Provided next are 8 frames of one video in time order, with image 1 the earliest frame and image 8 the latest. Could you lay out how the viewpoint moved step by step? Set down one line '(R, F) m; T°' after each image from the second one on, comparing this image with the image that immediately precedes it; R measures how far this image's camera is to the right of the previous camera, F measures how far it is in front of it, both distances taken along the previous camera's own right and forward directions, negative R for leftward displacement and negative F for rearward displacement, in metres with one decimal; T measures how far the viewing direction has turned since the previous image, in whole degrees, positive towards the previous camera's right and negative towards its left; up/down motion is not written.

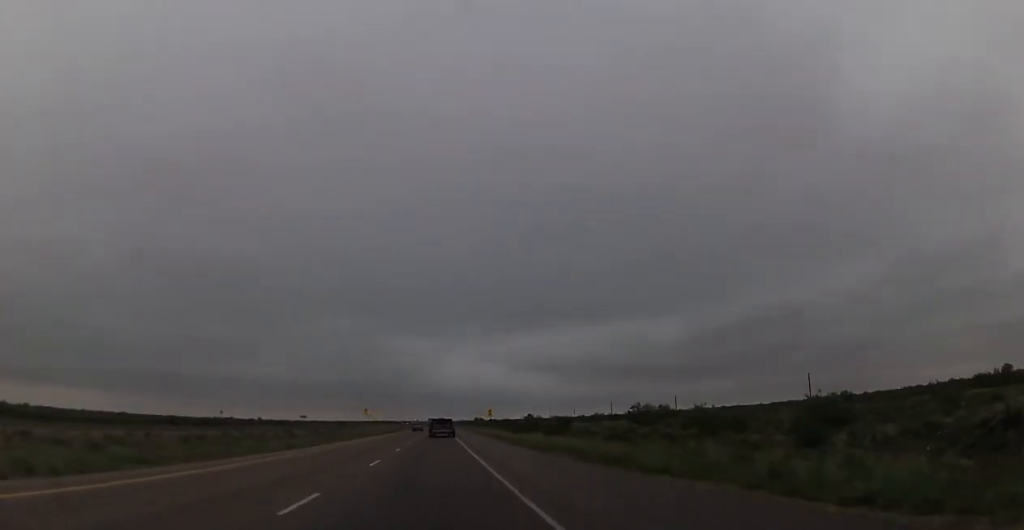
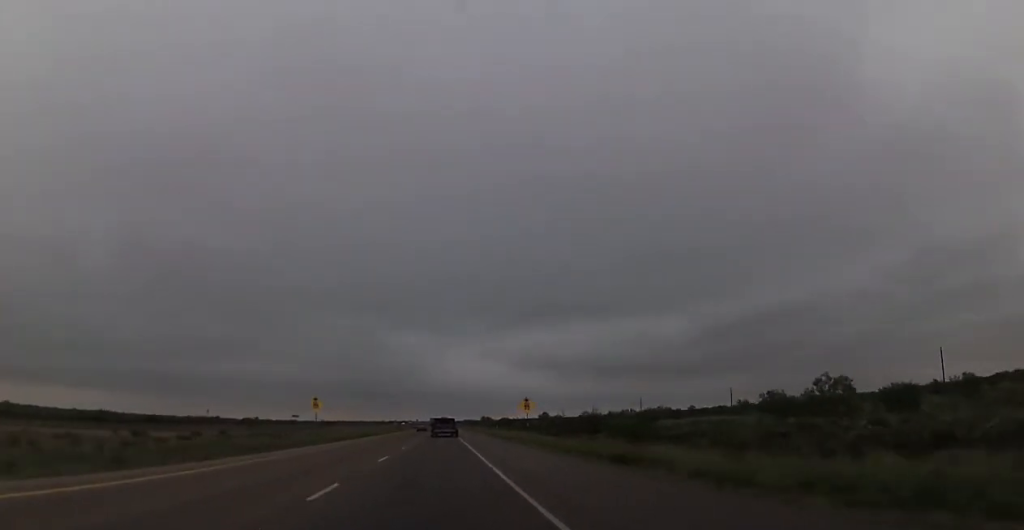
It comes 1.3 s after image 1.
(-0.5, +46.7) m; 0°
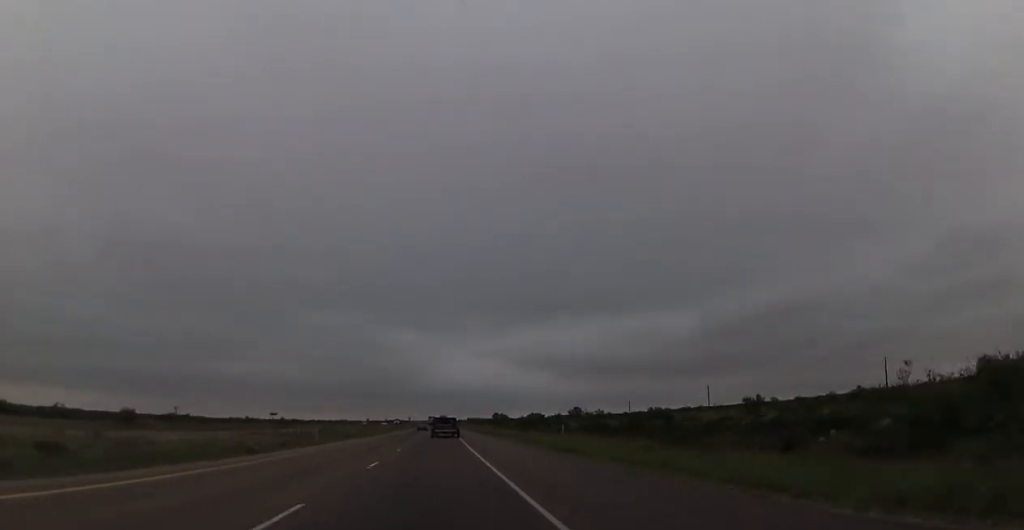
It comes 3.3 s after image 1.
(+0.8, +76.6) m; +1°
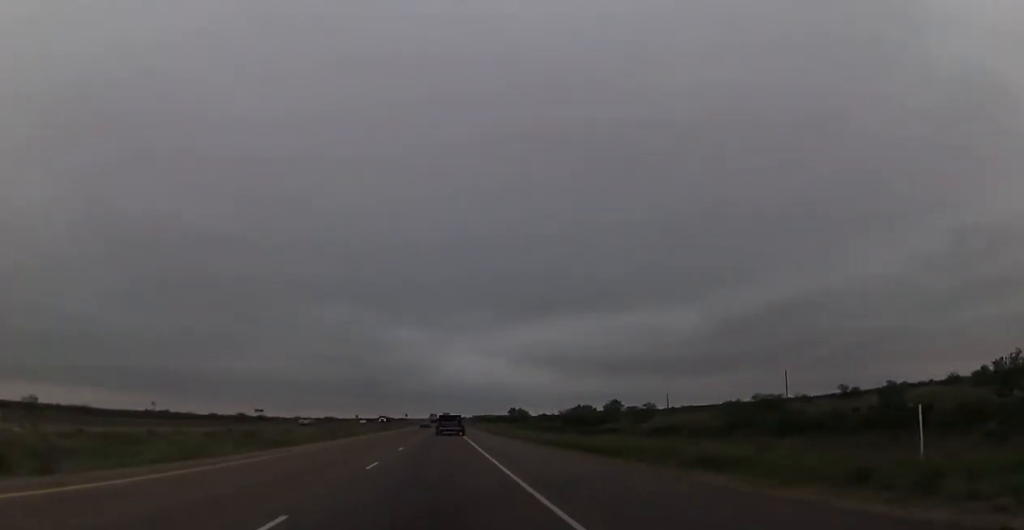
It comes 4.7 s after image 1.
(-0.4, +50.5) m; -1°
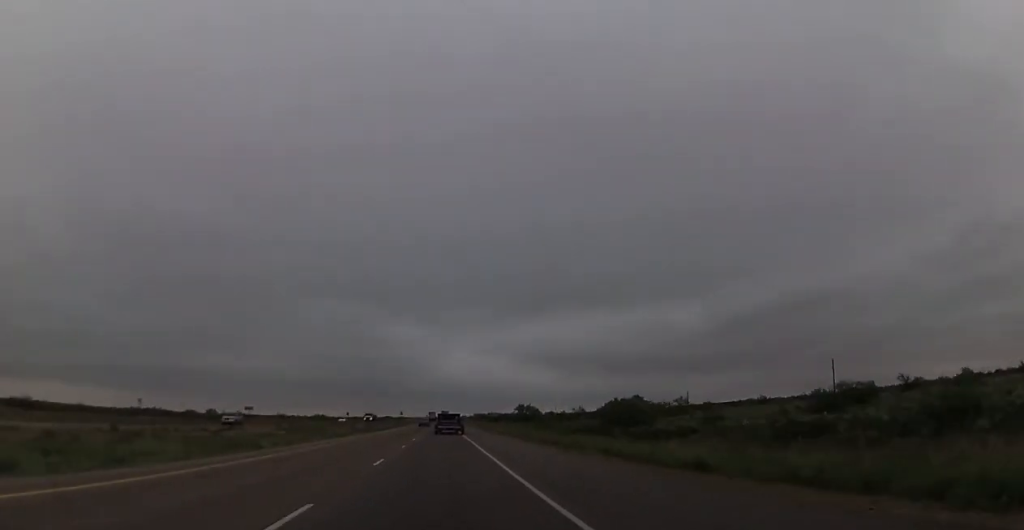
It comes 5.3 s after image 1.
(0.0, +23.3) m; 0°
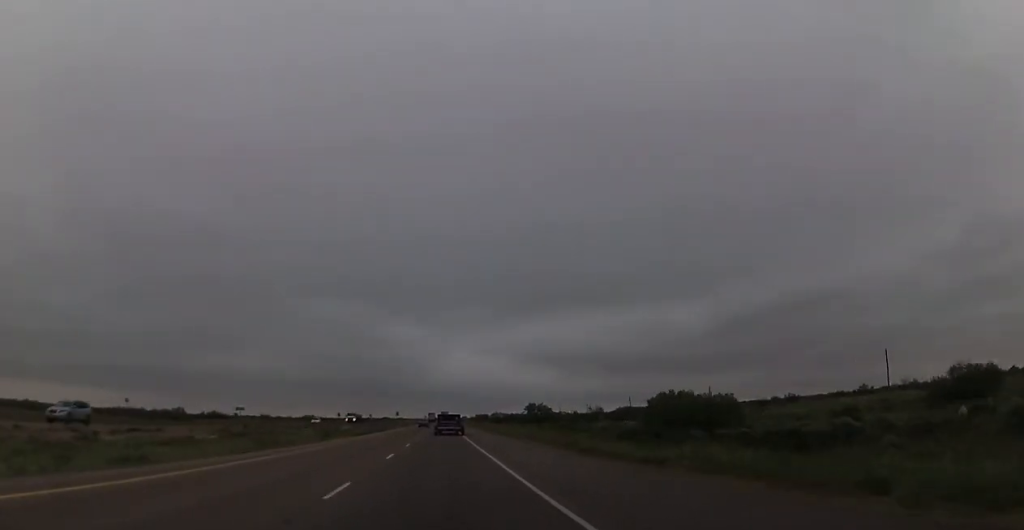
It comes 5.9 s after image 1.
(0.0, +20.8) m; 0°
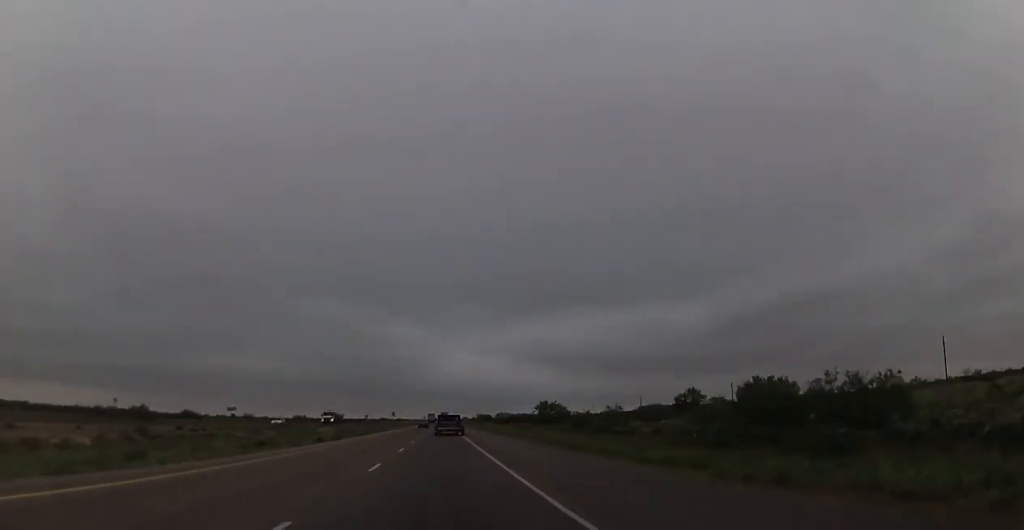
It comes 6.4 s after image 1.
(+0.1, +18.2) m; 0°
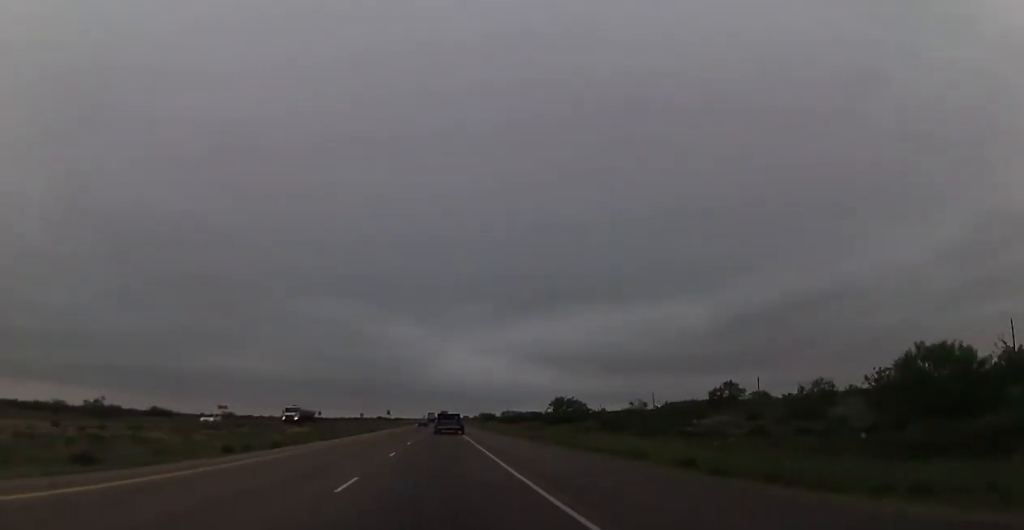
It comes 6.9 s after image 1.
(+0.1, +18.1) m; 0°
